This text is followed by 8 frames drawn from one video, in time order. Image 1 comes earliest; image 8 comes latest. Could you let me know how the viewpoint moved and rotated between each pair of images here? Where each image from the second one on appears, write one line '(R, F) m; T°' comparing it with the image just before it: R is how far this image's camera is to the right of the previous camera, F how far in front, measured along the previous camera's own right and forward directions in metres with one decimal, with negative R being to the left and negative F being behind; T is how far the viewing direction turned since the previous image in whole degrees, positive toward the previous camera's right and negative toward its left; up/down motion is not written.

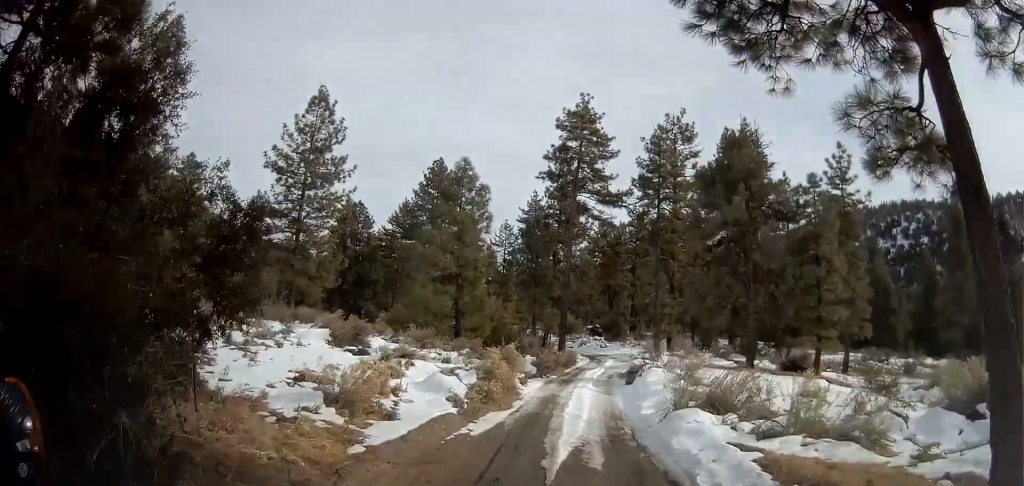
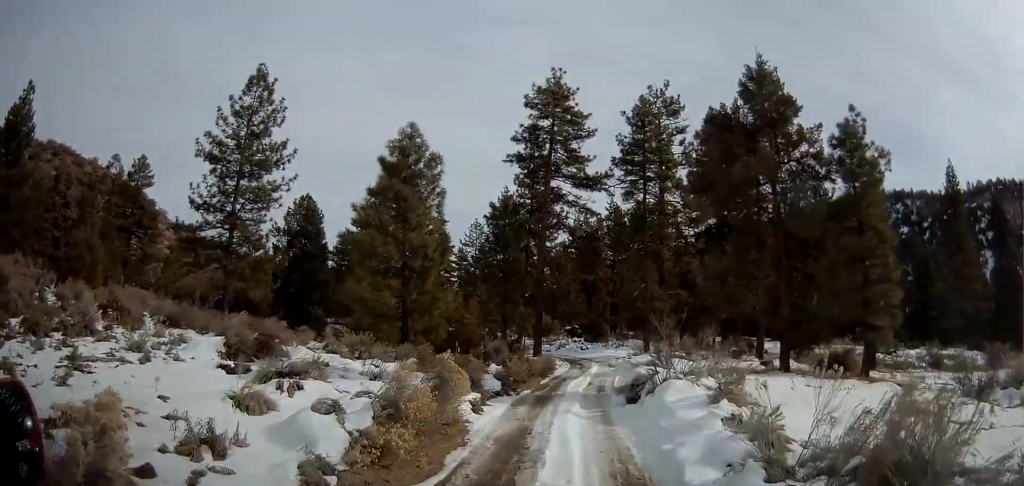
(+0.5, +6.4) m; +2°
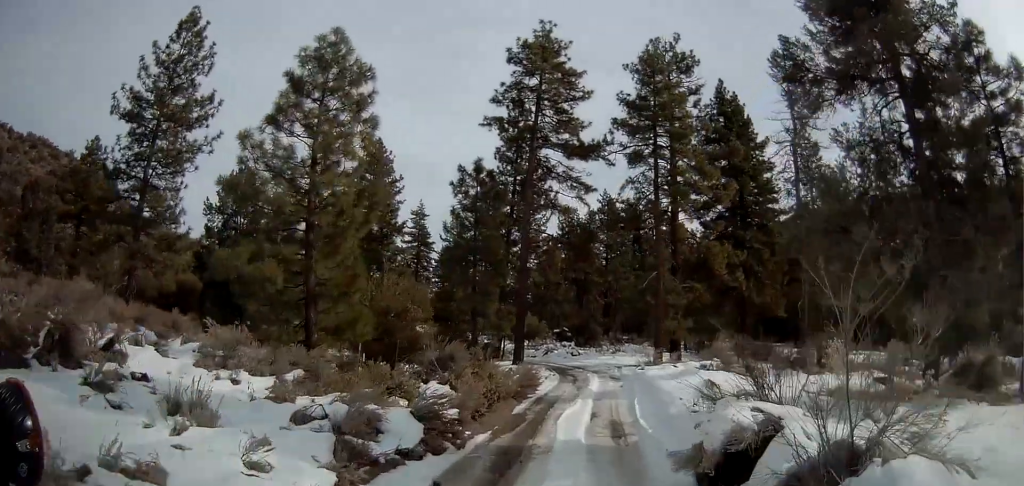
(0.0, +9.2) m; +2°
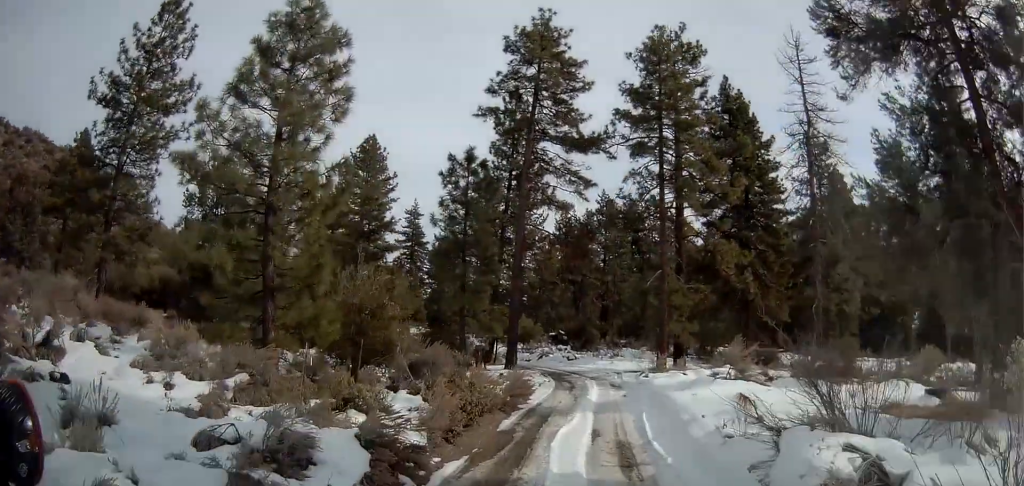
(-0.2, +2.4) m; -1°
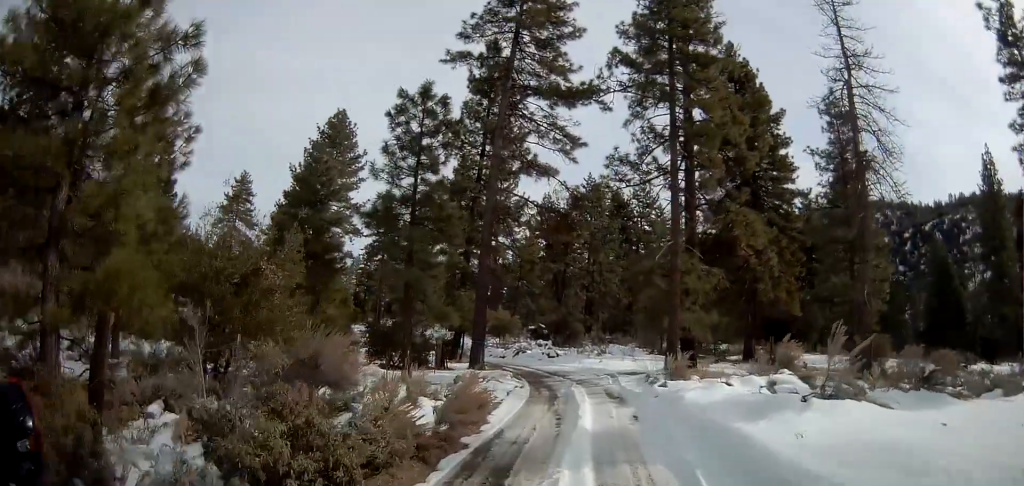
(-0.1, +7.1) m; +3°
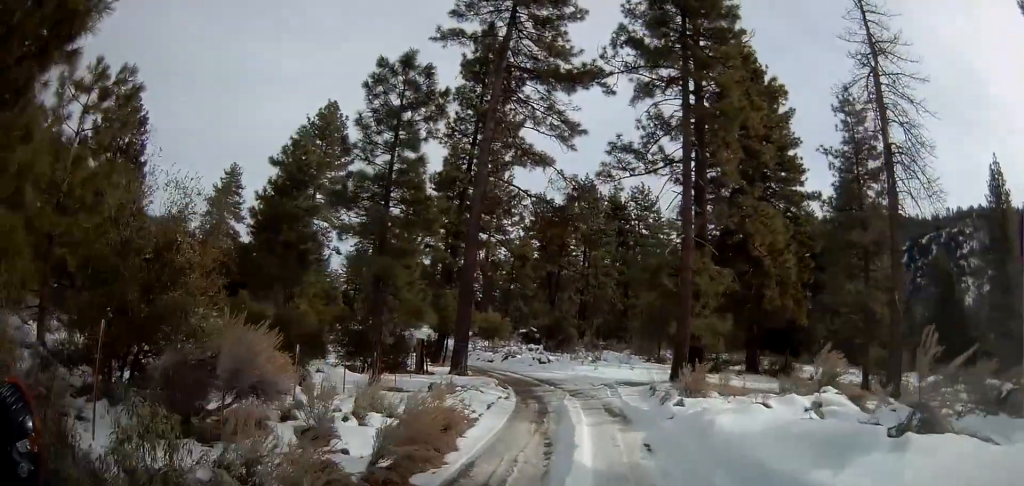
(+0.1, +2.9) m; +1°
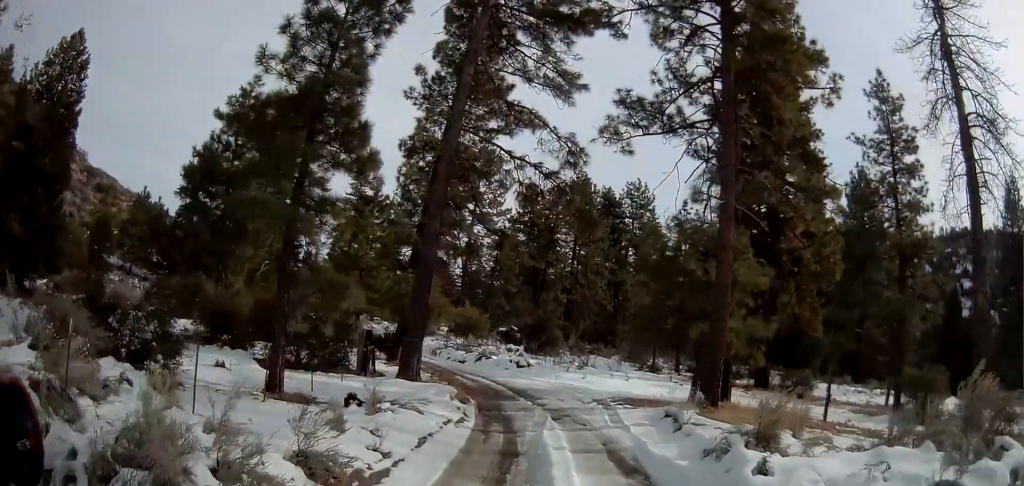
(+0.1, +6.0) m; -1°
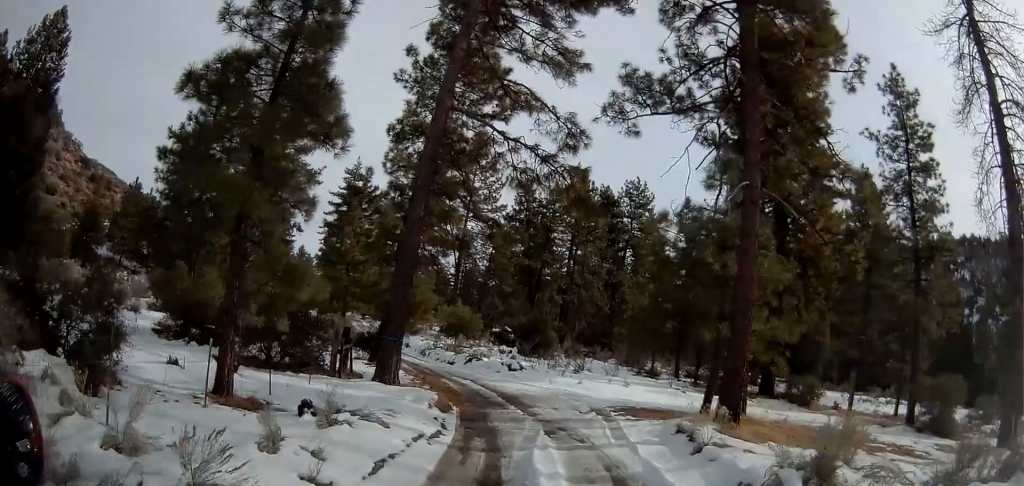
(0.0, +2.2) m; -1°
